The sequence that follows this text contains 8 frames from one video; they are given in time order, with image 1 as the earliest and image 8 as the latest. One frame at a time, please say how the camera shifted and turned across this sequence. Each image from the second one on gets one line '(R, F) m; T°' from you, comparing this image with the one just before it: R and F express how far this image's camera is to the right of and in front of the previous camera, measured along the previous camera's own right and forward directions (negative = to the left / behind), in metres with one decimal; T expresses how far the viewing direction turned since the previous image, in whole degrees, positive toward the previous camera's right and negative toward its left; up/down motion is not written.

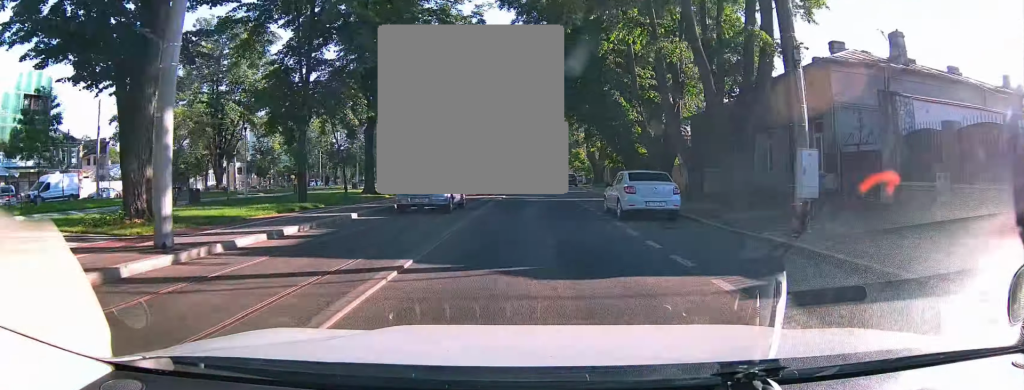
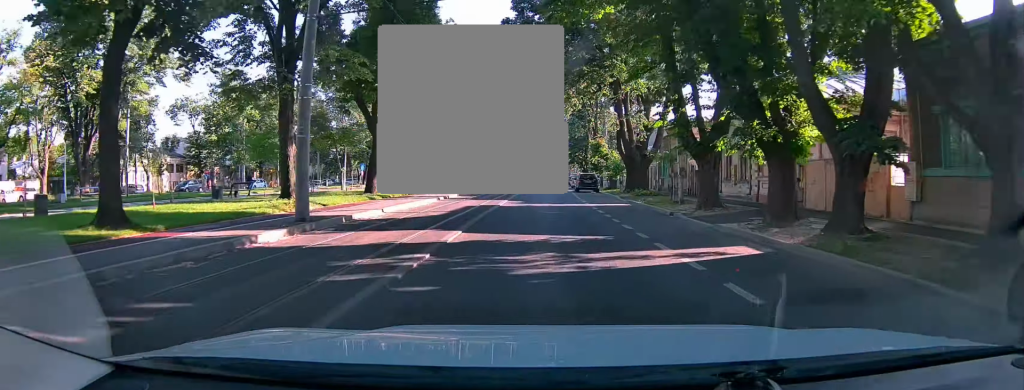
(-0.2, +20.0) m; 0°
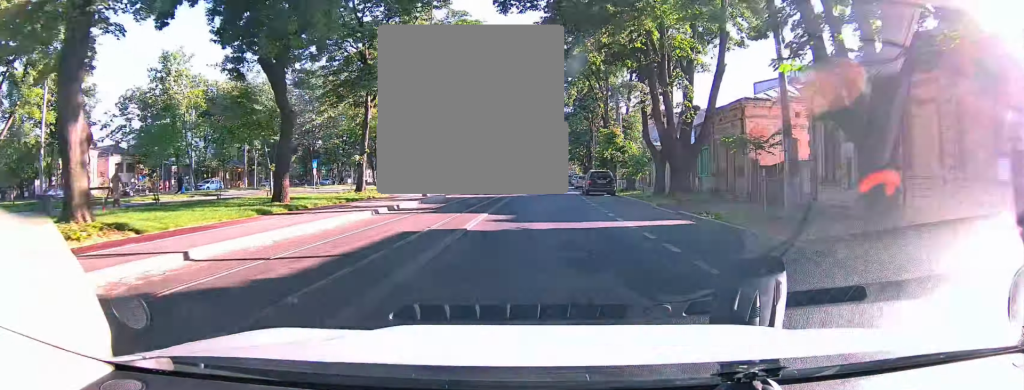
(+0.1, +10.2) m; 0°
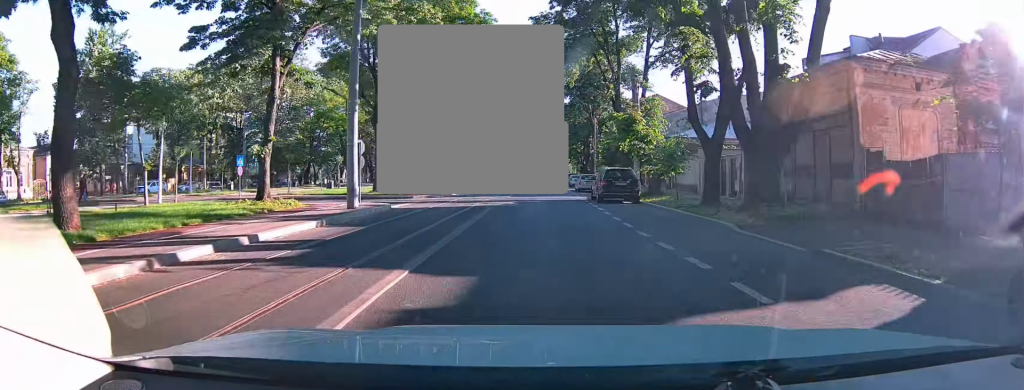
(-0.1, +9.7) m; 0°
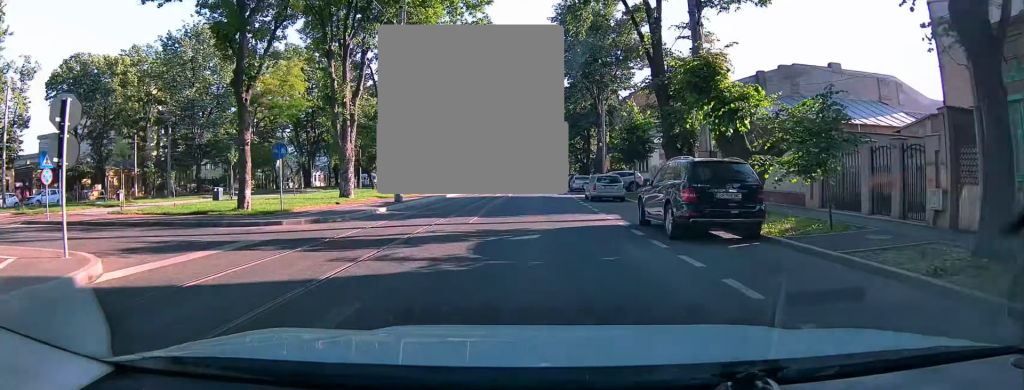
(+0.3, +14.2) m; +1°
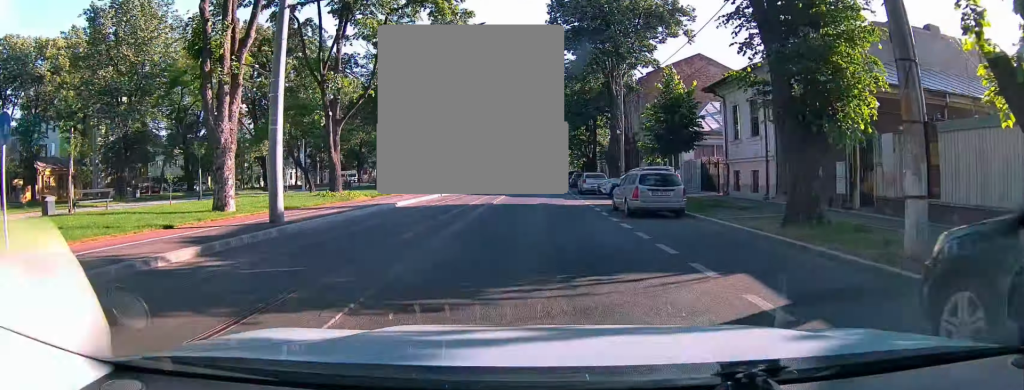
(0.0, +11.2) m; +1°
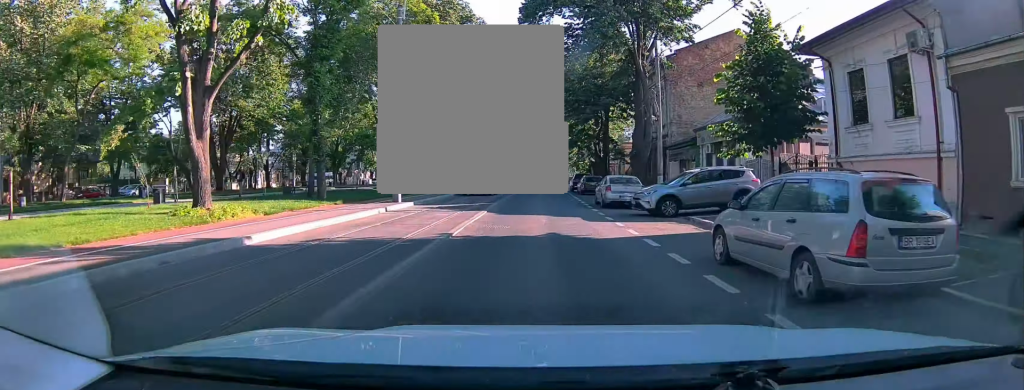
(+0.1, +11.1) m; 0°
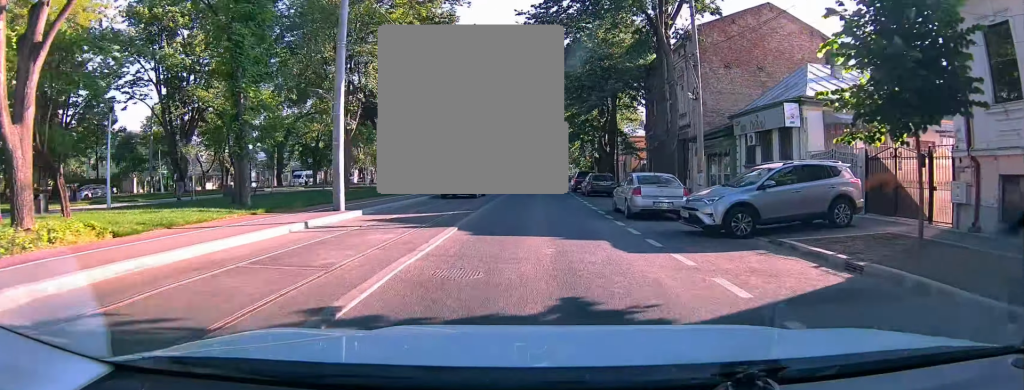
(+0.1, +6.7) m; 0°
